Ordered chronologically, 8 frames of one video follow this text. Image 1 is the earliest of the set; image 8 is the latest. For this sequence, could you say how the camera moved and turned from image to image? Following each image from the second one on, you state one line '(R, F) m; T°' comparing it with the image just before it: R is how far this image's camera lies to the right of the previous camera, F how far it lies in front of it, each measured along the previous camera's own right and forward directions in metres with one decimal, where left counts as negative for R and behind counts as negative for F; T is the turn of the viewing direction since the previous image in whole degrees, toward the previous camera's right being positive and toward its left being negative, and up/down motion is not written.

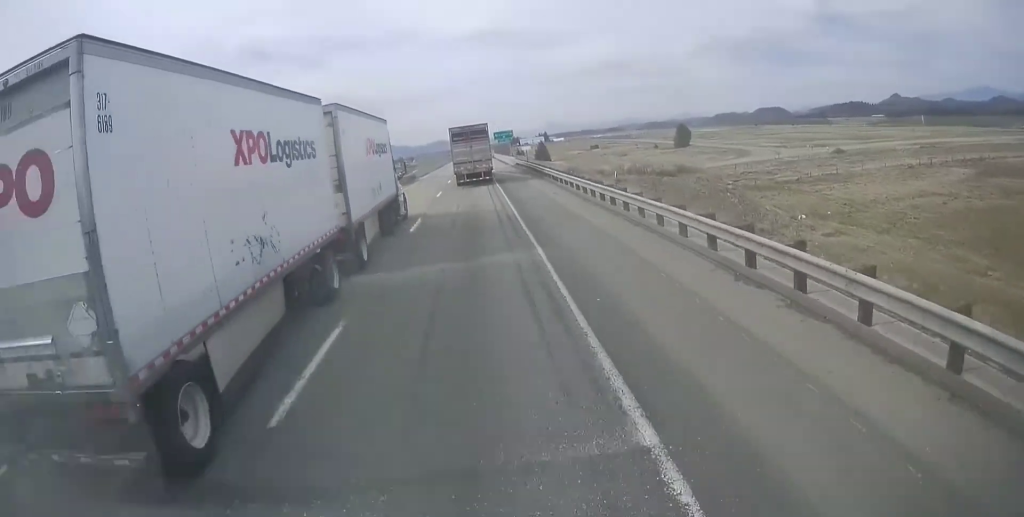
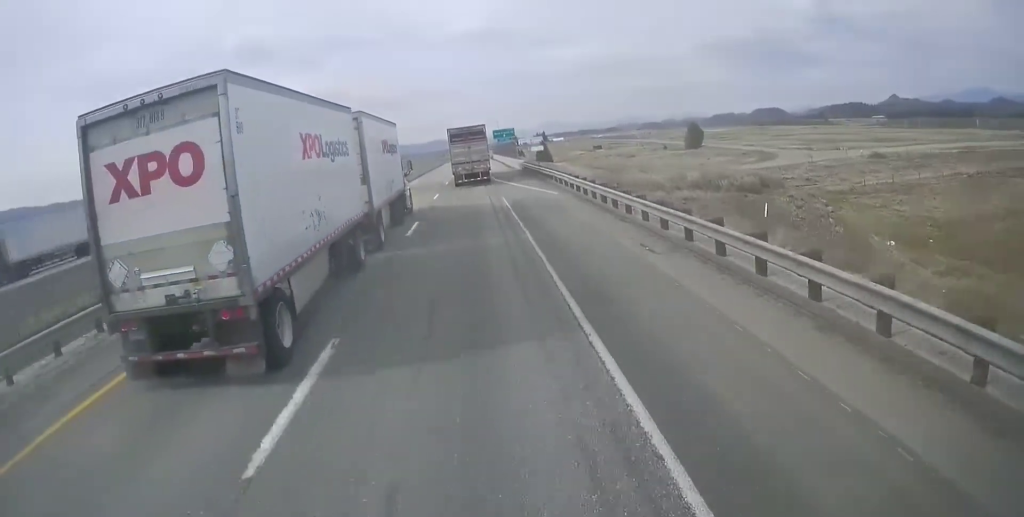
(0.0, +16.4) m; -1°
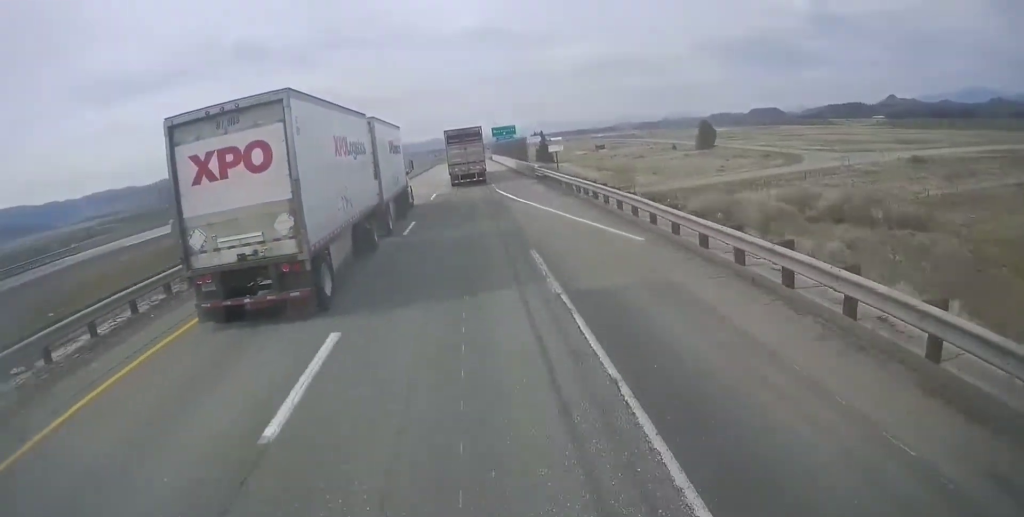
(-0.6, +14.0) m; 0°
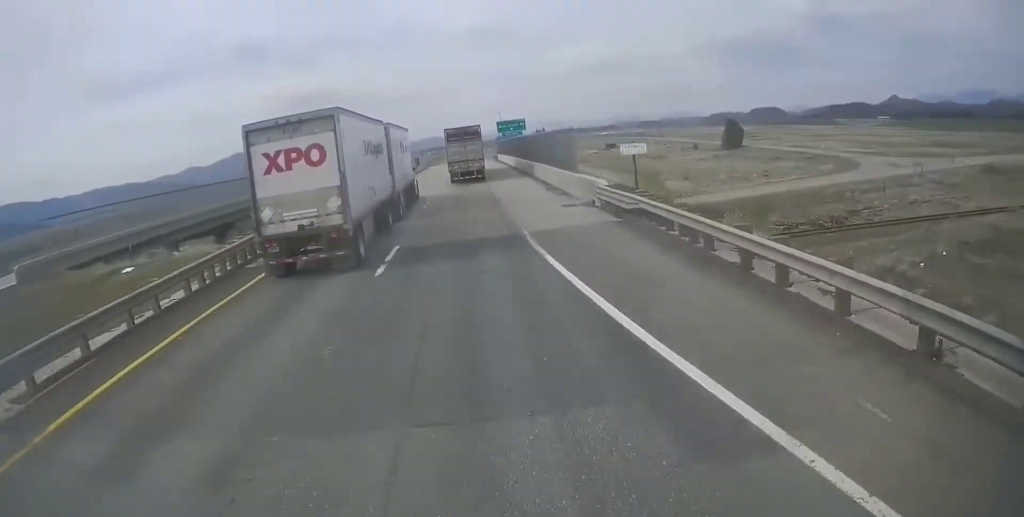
(+0.5, +21.2) m; +1°
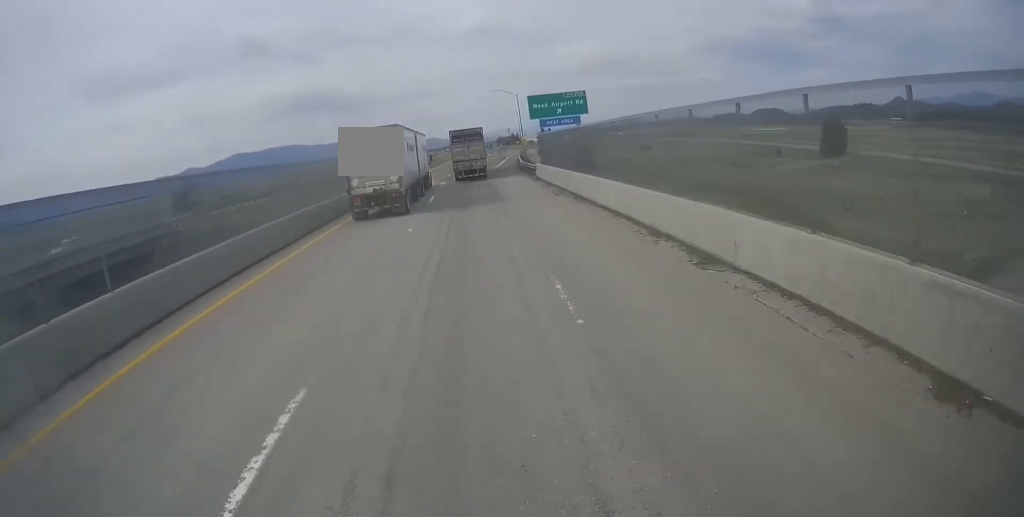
(+0.1, +55.2) m; 0°
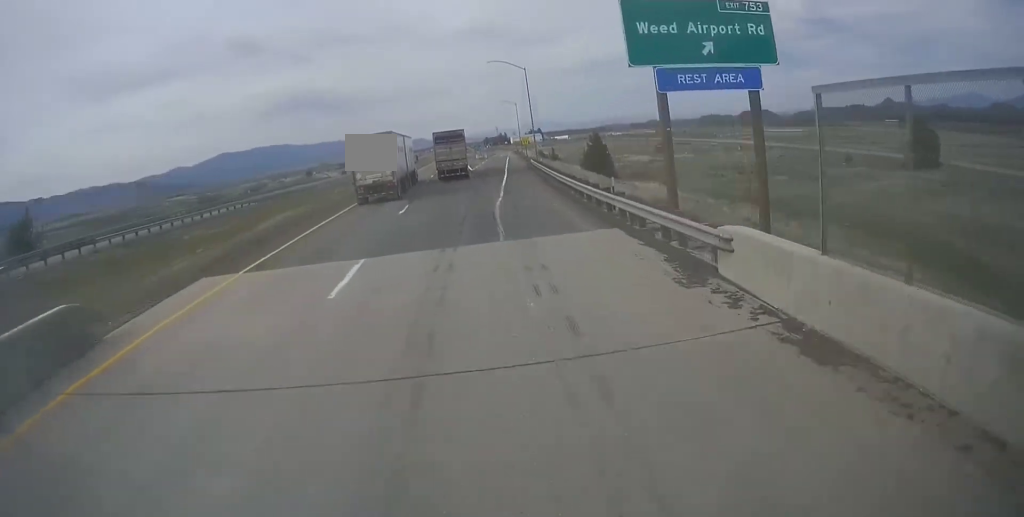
(+0.2, +36.2) m; 0°
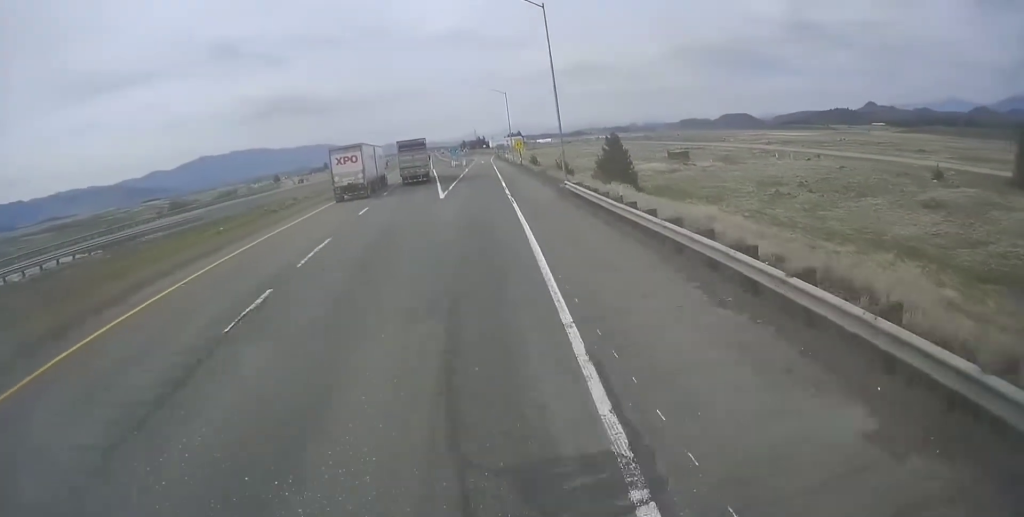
(+0.2, +33.3) m; +2°
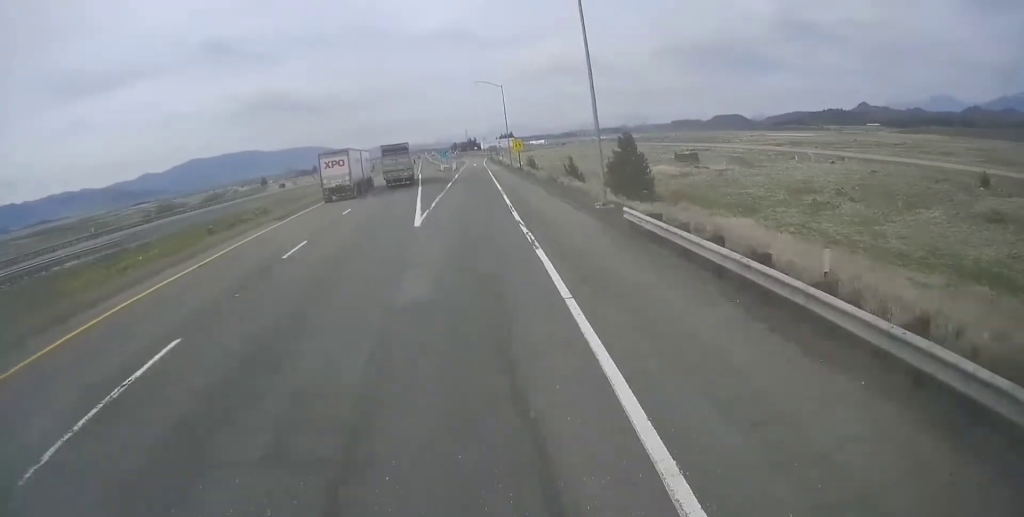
(+0.2, +11.7) m; 0°
